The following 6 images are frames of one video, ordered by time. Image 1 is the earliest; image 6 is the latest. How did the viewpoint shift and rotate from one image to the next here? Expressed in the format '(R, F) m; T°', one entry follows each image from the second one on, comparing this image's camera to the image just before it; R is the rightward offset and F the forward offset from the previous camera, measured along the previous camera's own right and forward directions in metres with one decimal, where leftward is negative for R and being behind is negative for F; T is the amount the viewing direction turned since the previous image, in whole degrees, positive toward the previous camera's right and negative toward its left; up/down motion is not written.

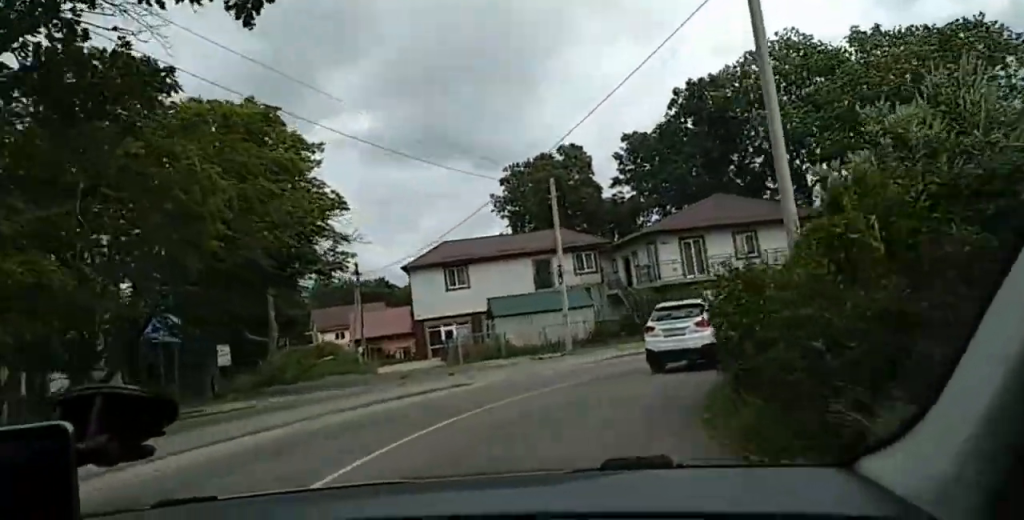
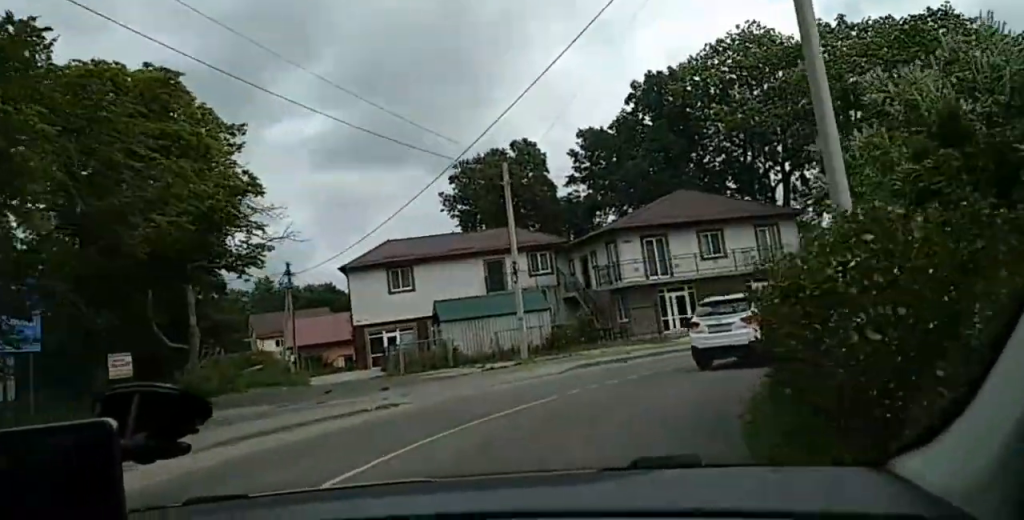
(+0.2, +4.5) m; +8°
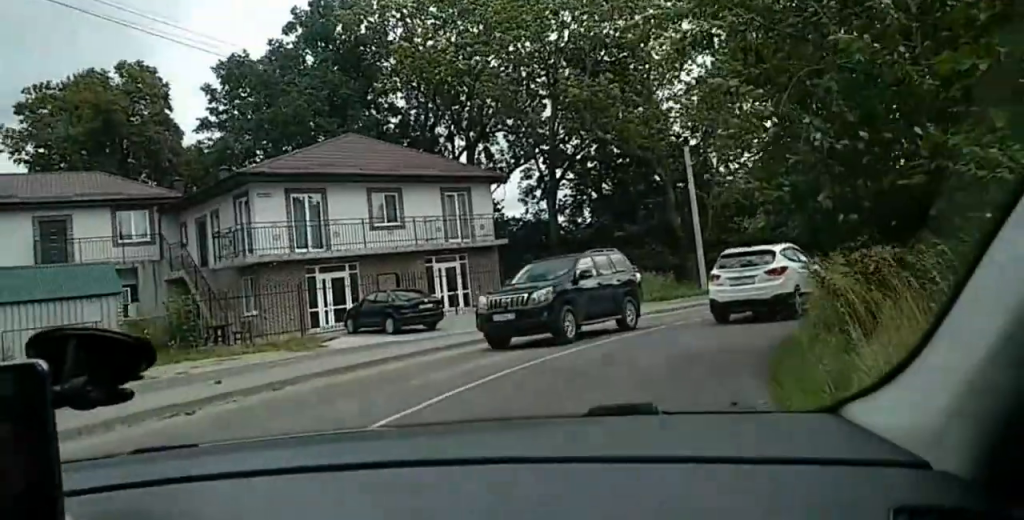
(+2.9, +14.5) m; +11°
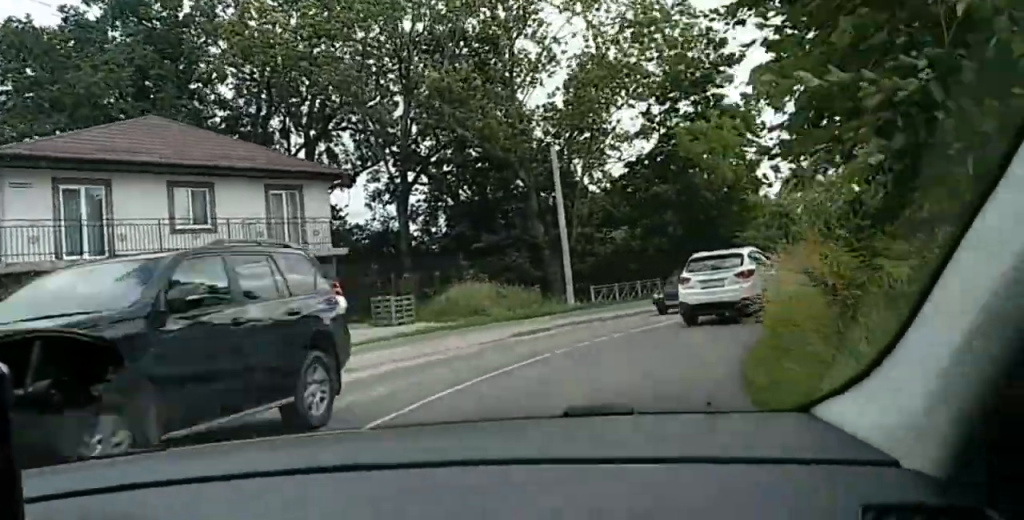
(0.0, +5.1) m; +1°
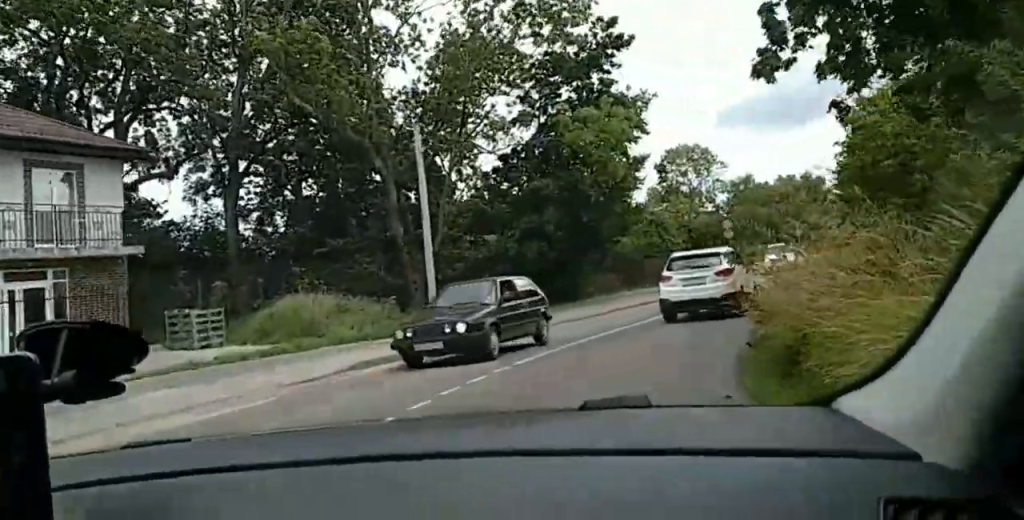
(0.0, +6.0) m; +8°
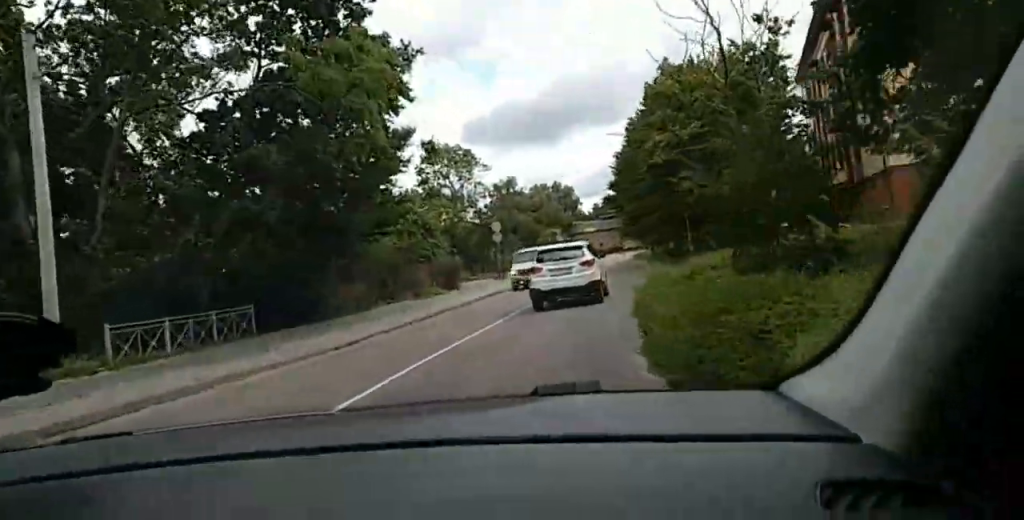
(+1.5, +8.2) m; +23°
